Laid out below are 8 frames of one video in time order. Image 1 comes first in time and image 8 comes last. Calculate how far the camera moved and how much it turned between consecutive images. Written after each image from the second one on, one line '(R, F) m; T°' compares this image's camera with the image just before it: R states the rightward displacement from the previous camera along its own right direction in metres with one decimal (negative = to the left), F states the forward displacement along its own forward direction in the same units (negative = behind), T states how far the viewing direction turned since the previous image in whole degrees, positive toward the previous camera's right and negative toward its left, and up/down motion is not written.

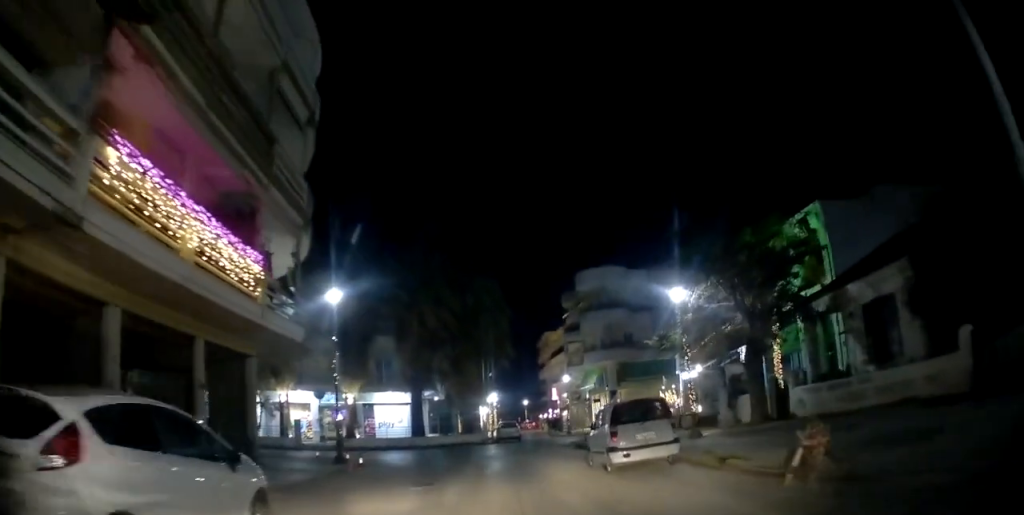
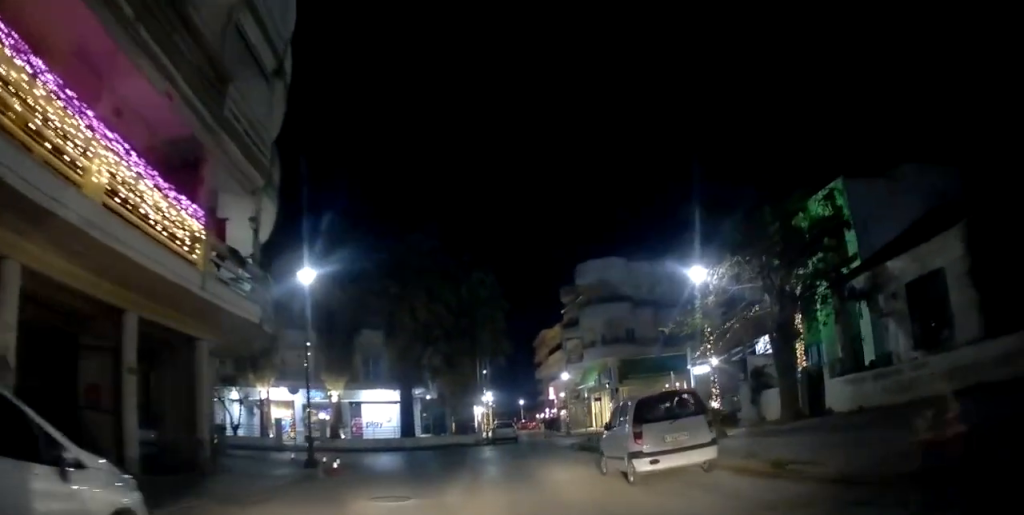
(0.0, +2.2) m; 0°
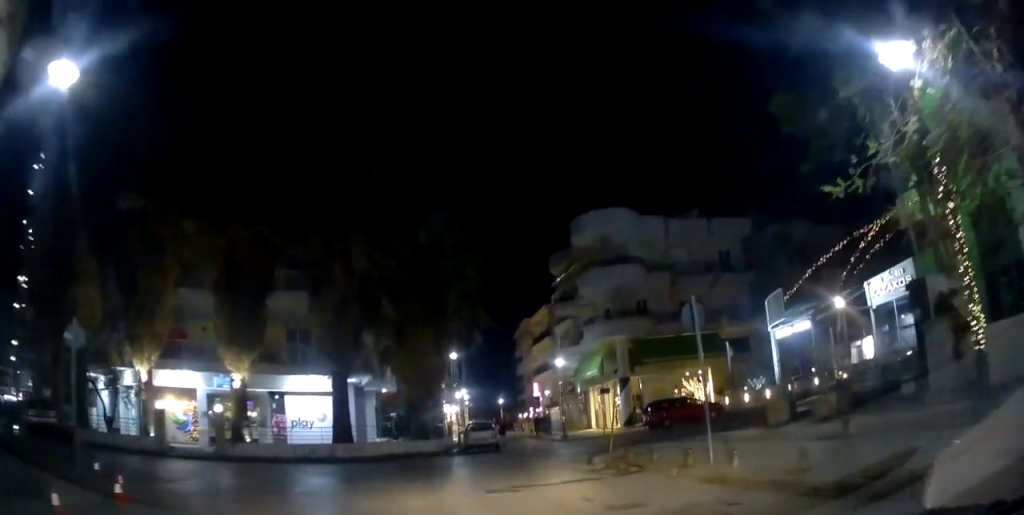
(+0.7, +9.9) m; +8°
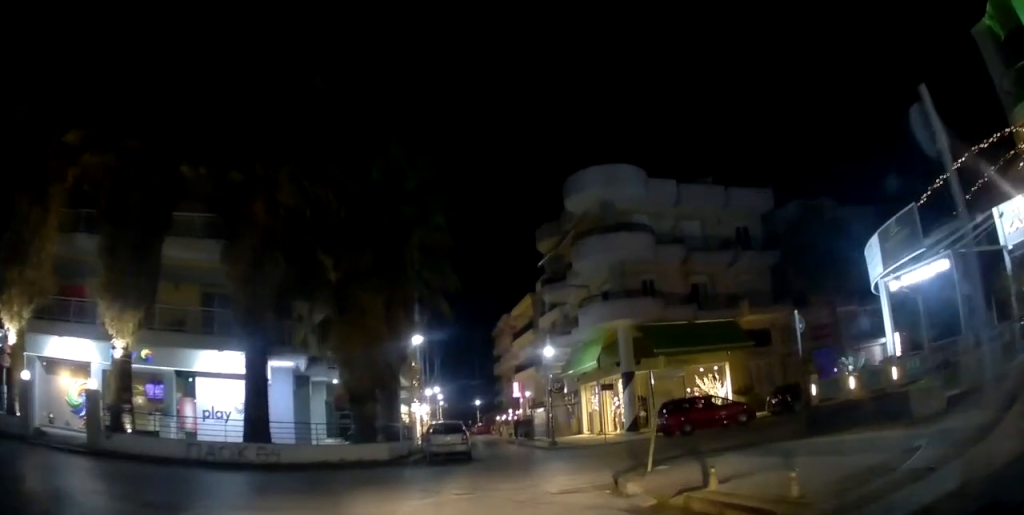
(0.0, +6.1) m; 0°
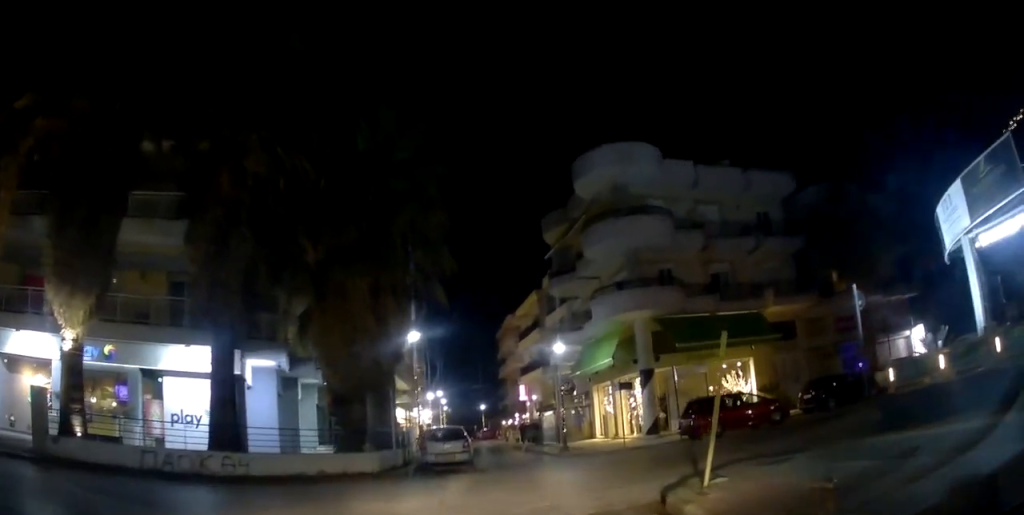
(0.0, +2.2) m; 0°
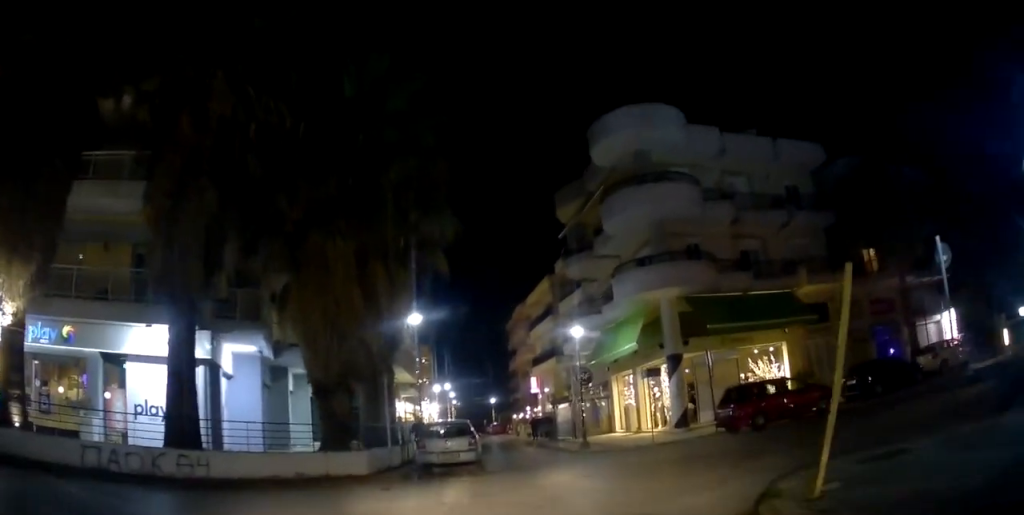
(0.0, +2.3) m; +1°
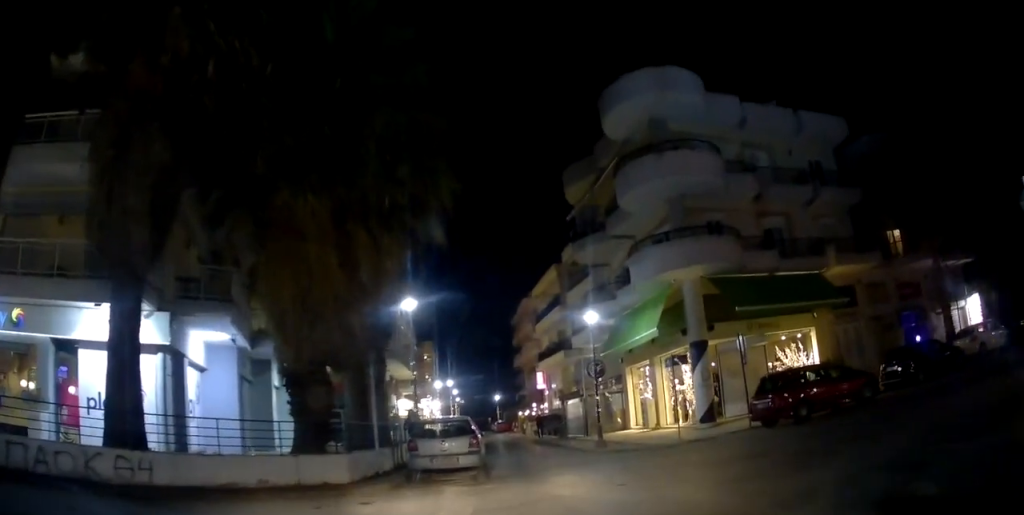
(0.0, +2.0) m; +8°
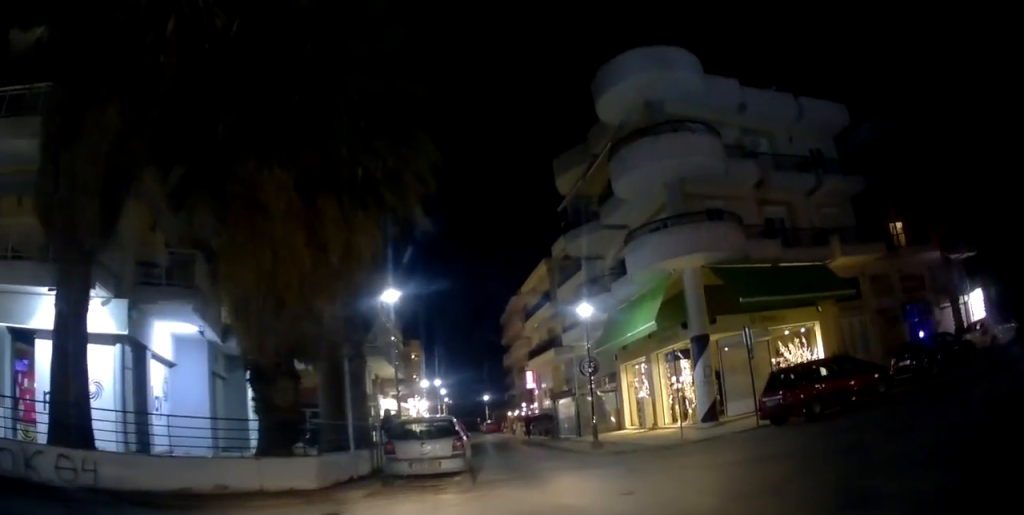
(+0.1, +1.3) m; +4°
